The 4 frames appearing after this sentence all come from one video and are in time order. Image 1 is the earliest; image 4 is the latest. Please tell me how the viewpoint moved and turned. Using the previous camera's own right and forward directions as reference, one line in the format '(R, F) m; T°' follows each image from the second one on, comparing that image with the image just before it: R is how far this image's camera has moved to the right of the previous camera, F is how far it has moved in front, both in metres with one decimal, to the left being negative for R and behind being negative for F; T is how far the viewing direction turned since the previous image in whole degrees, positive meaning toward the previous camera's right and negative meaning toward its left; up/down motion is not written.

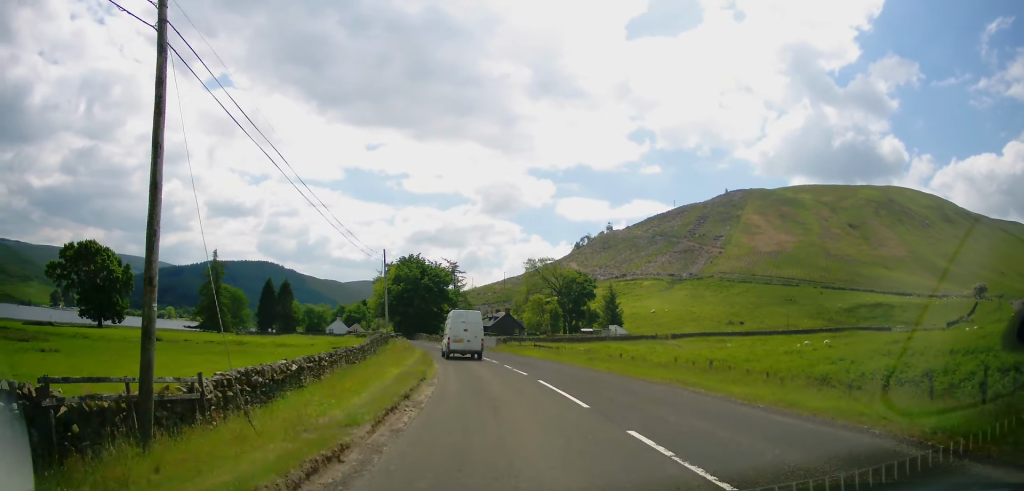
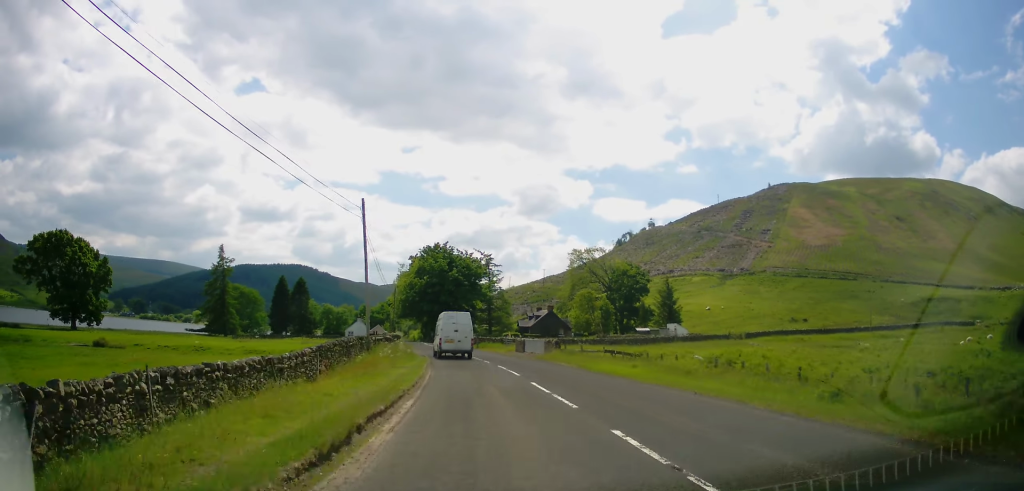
(-0.7, +18.1) m; -5°
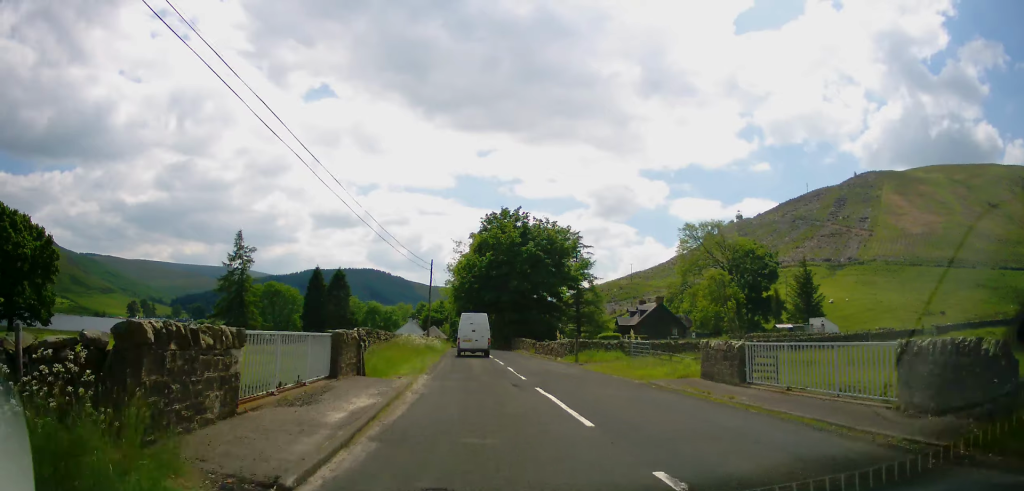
(-2.0, +29.9) m; -7°
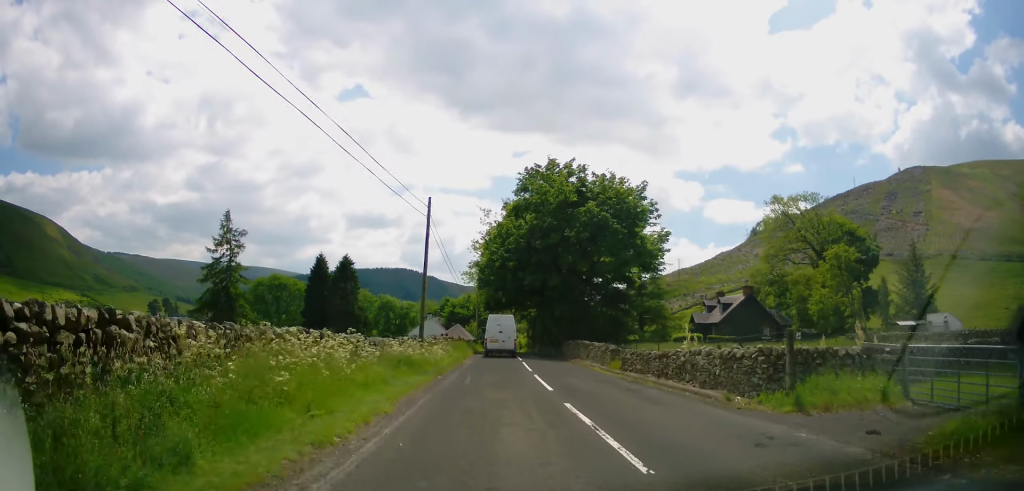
(-0.4, +20.4) m; -3°
